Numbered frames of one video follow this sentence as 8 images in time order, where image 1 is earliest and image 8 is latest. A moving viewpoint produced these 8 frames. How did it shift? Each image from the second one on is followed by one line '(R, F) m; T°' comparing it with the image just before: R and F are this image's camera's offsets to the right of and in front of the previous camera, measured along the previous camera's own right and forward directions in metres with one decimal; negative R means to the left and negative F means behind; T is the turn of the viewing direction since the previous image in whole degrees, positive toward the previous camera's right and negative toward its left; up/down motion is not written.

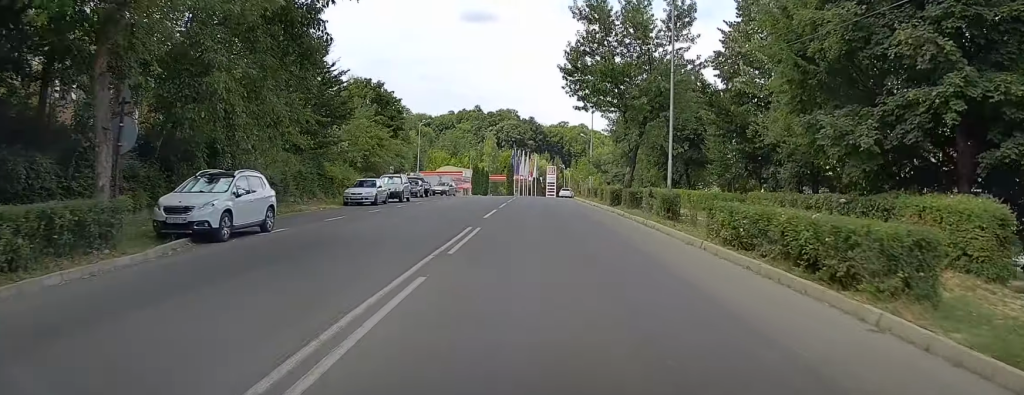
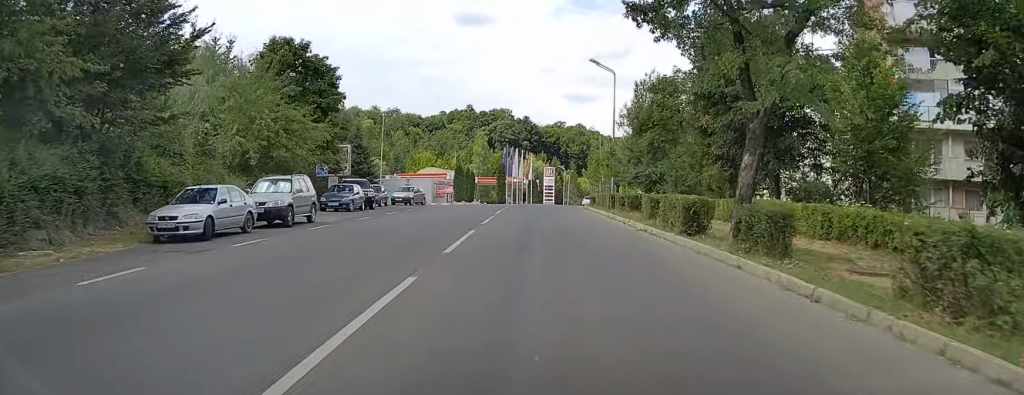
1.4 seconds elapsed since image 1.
(+0.2, +19.3) m; 0°
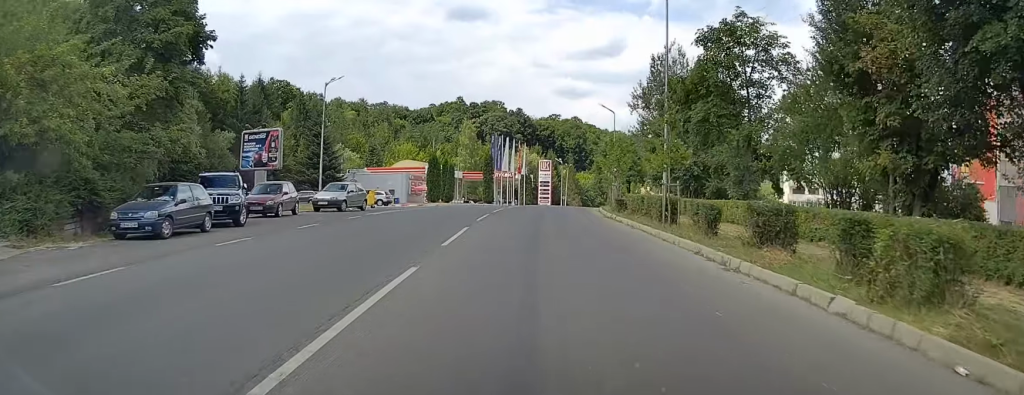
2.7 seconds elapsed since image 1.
(-0.3, +18.3) m; +1°
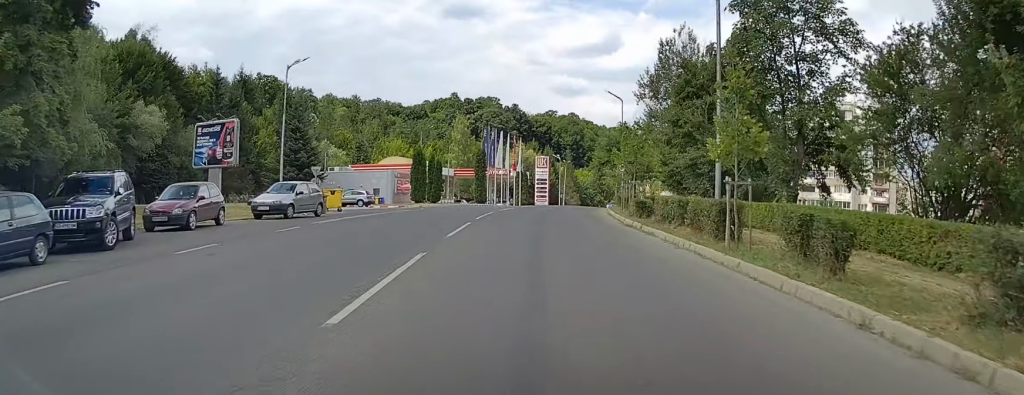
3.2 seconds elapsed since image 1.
(+0.3, +7.5) m; +1°
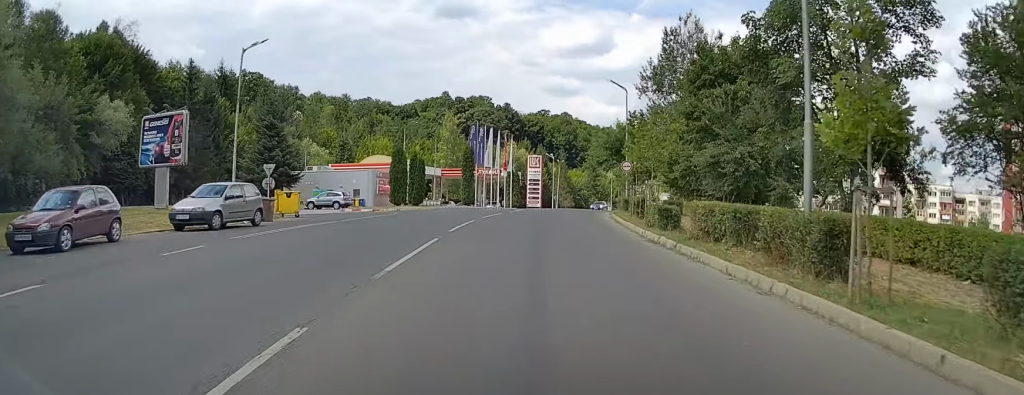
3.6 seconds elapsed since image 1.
(+0.1, +6.1) m; +1°
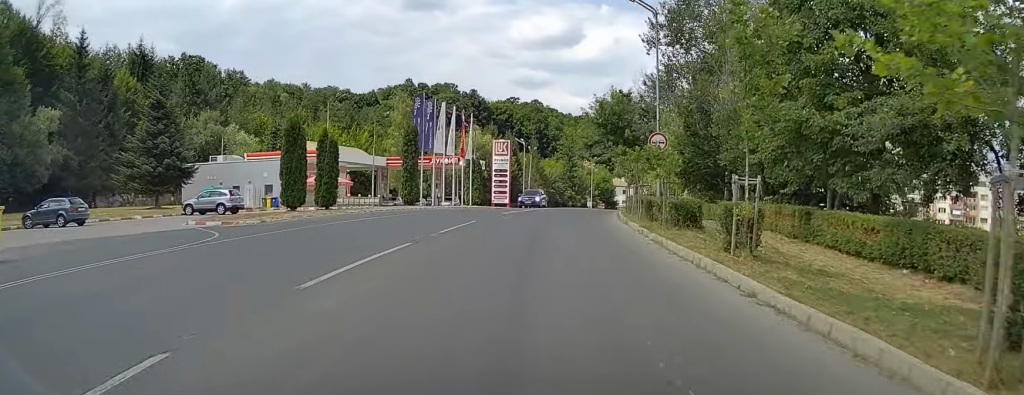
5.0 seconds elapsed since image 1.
(0.0, +19.3) m; +1°
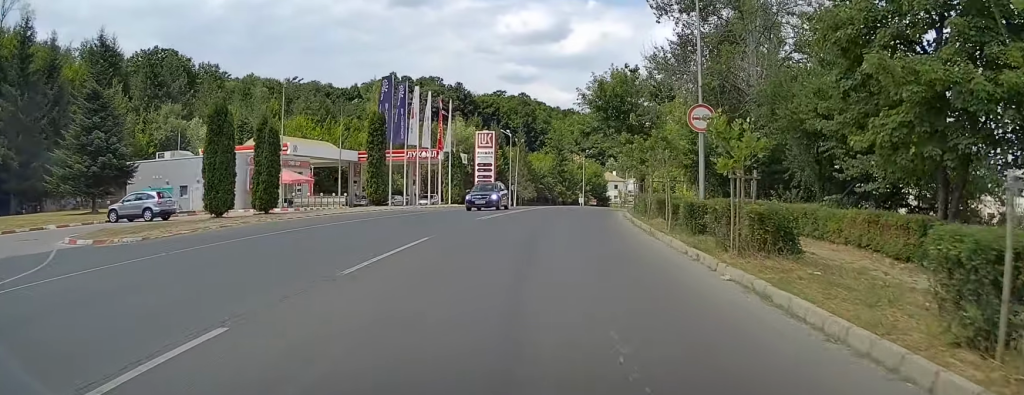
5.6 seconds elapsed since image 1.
(0.0, +8.0) m; +1°
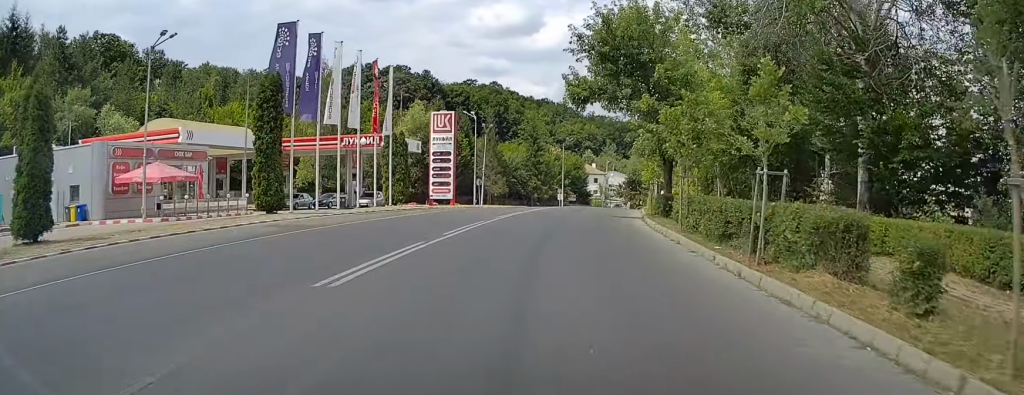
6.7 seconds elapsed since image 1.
(+0.3, +16.2) m; +3°
